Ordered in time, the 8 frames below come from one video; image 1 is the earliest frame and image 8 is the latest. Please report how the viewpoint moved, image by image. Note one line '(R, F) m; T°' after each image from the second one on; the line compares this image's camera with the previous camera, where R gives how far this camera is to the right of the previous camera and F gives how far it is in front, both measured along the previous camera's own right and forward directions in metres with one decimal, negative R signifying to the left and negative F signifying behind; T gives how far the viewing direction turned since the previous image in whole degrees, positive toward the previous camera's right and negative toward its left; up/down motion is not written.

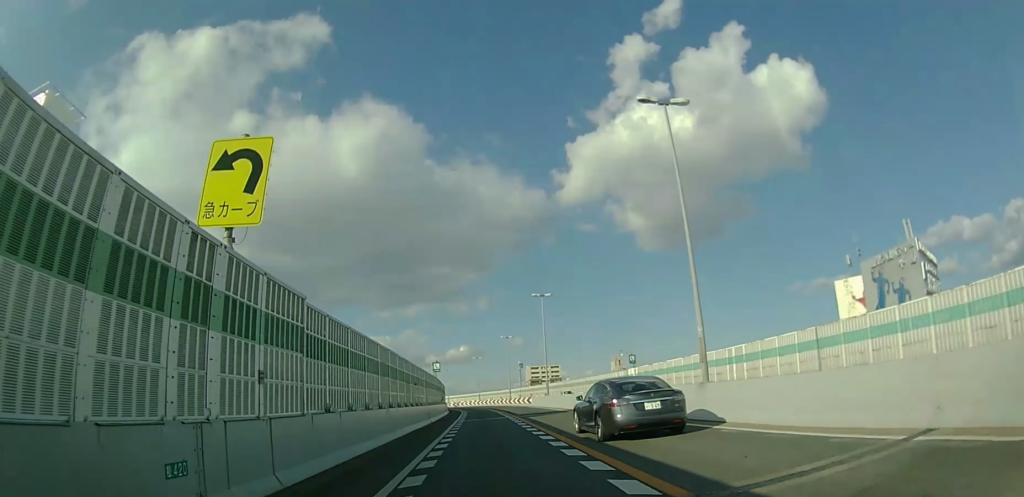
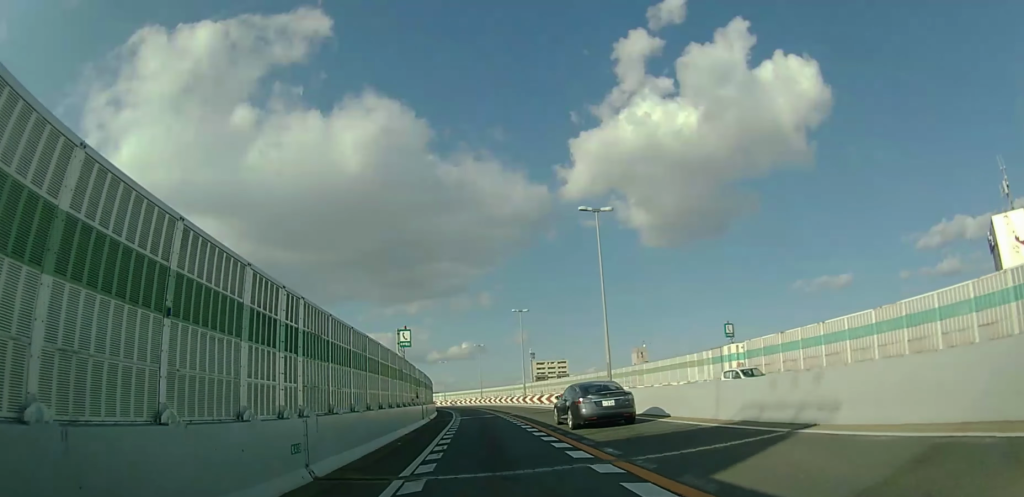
(+0.1, +22.9) m; 0°
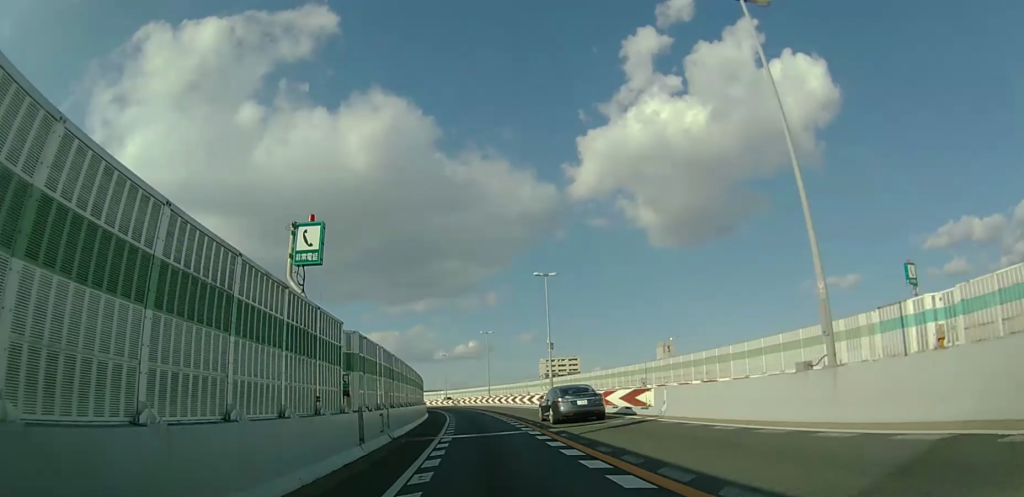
(-0.2, +16.9) m; -1°
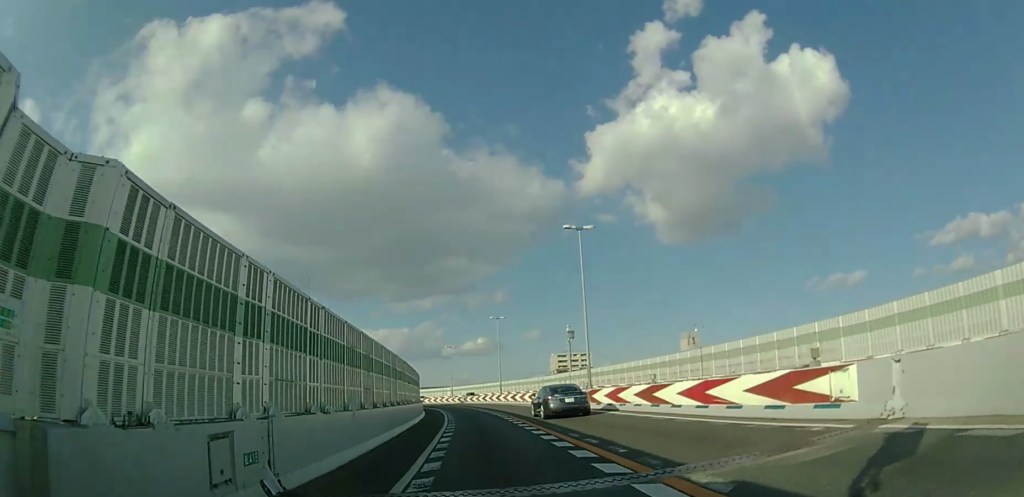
(-0.1, +10.7) m; -1°
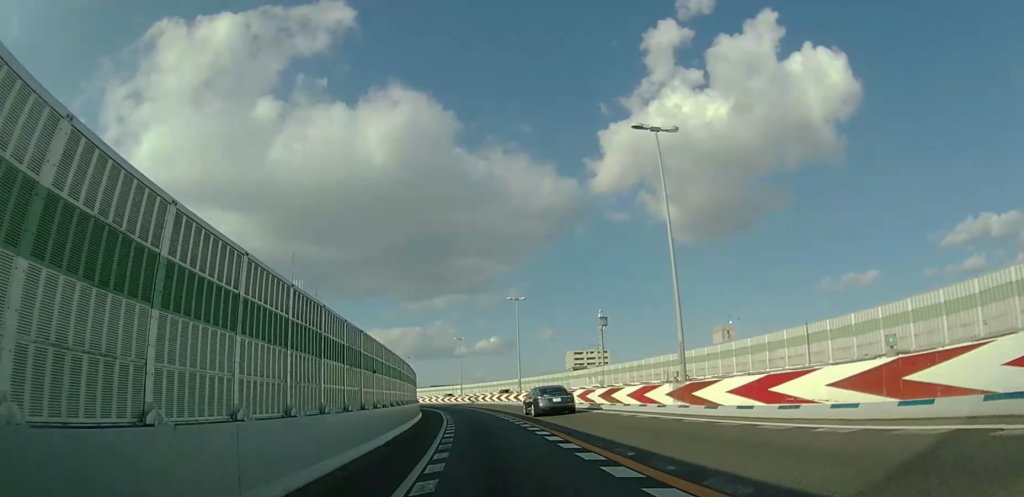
(-0.1, +12.6) m; -2°
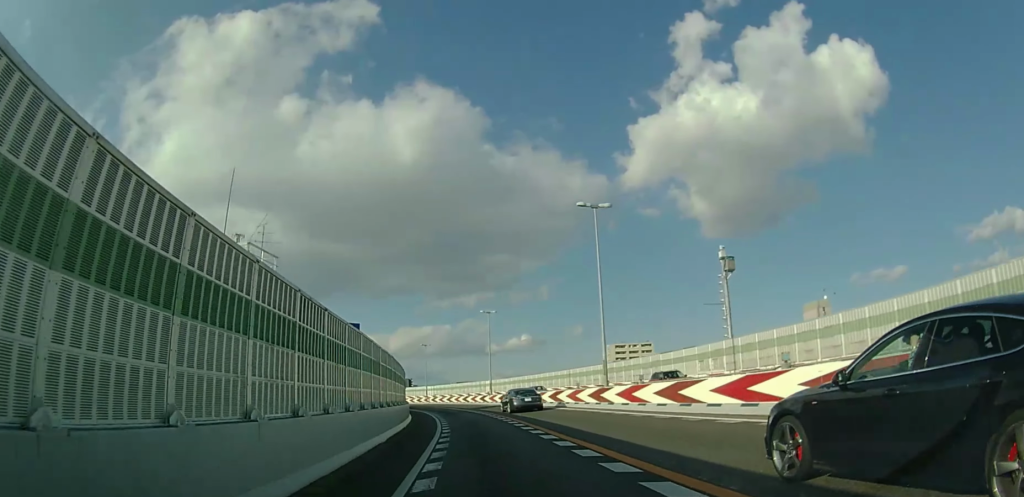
(-0.9, +26.1) m; -4°
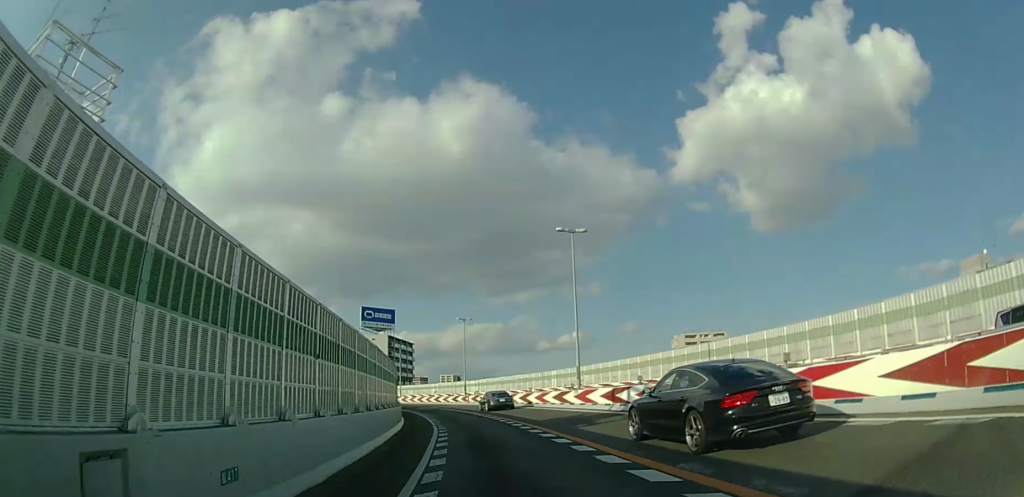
(-1.2, +28.5) m; -6°
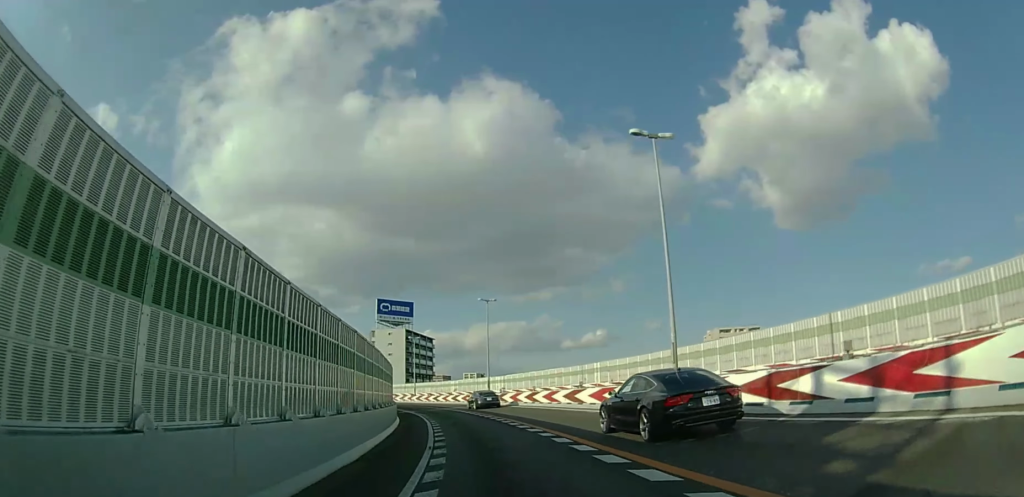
(-0.2, +12.2) m; -3°
